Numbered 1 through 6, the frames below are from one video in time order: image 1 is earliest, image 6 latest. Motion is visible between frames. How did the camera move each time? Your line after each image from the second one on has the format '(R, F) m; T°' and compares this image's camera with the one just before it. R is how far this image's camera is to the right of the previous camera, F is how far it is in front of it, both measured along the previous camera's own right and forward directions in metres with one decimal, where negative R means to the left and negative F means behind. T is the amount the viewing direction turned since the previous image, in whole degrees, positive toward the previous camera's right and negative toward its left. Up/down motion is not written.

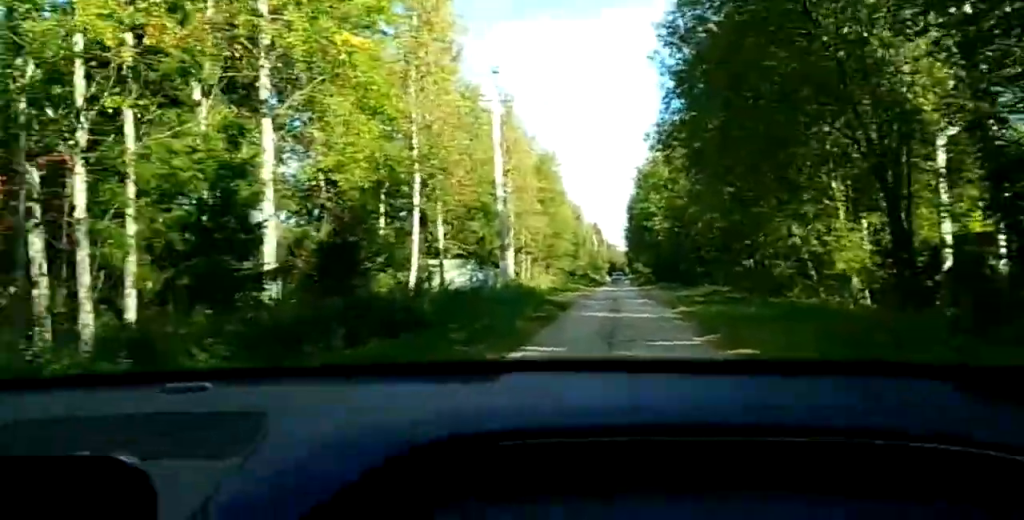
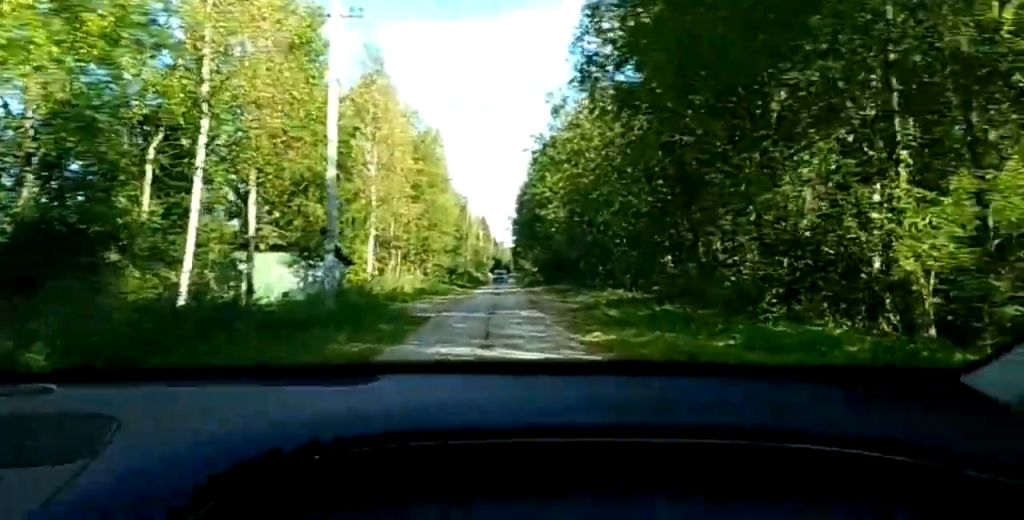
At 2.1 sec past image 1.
(0.0, +4.8) m; +6°
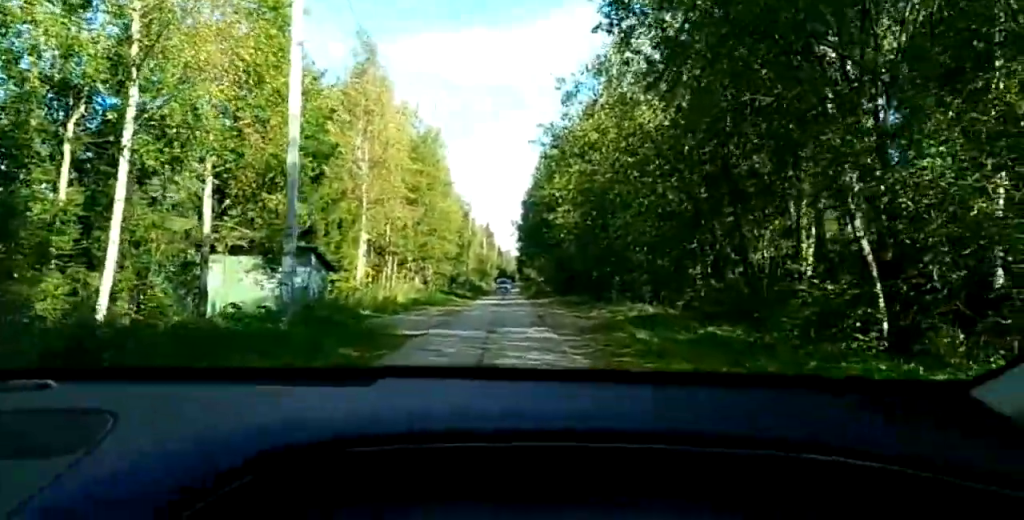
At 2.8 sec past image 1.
(0.0, +2.5) m; 0°
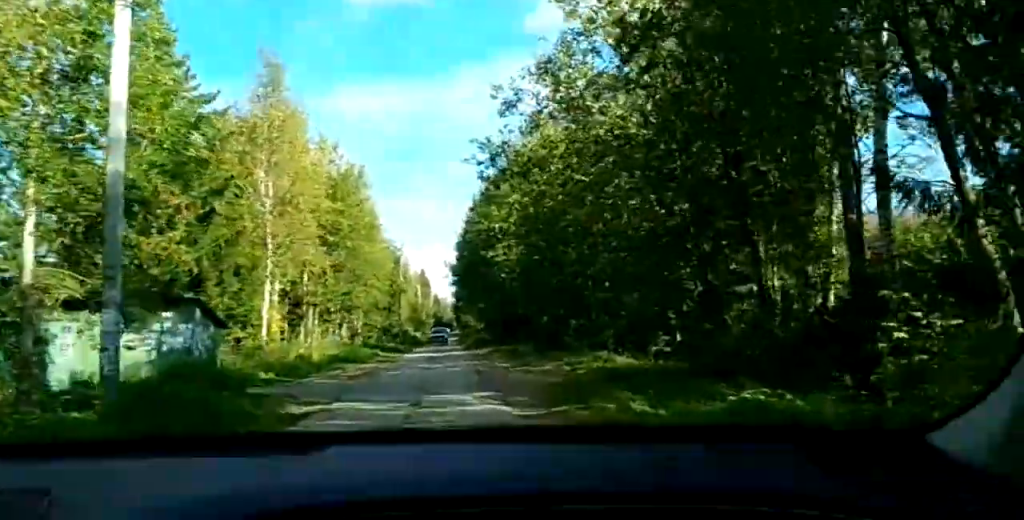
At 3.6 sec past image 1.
(0.0, +3.5) m; 0°
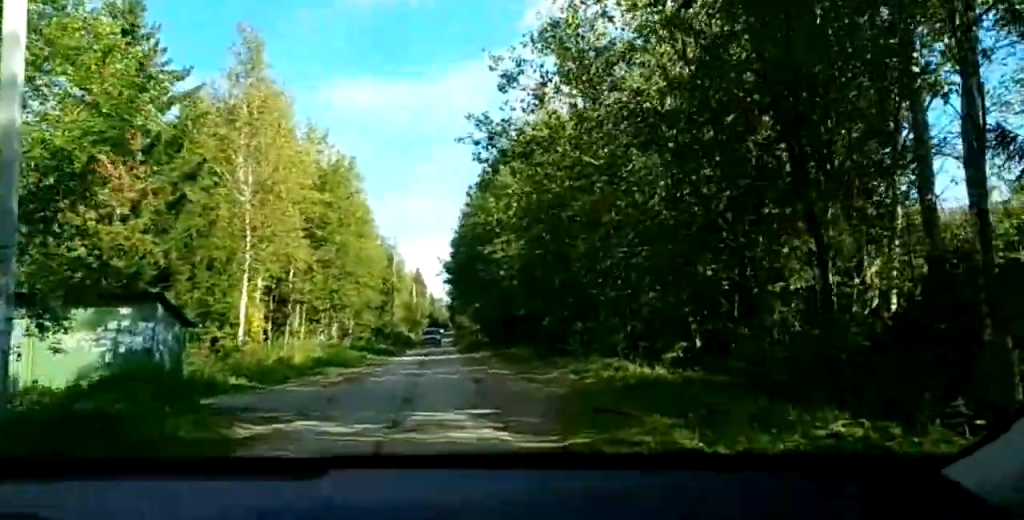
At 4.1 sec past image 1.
(0.0, +2.2) m; 0°
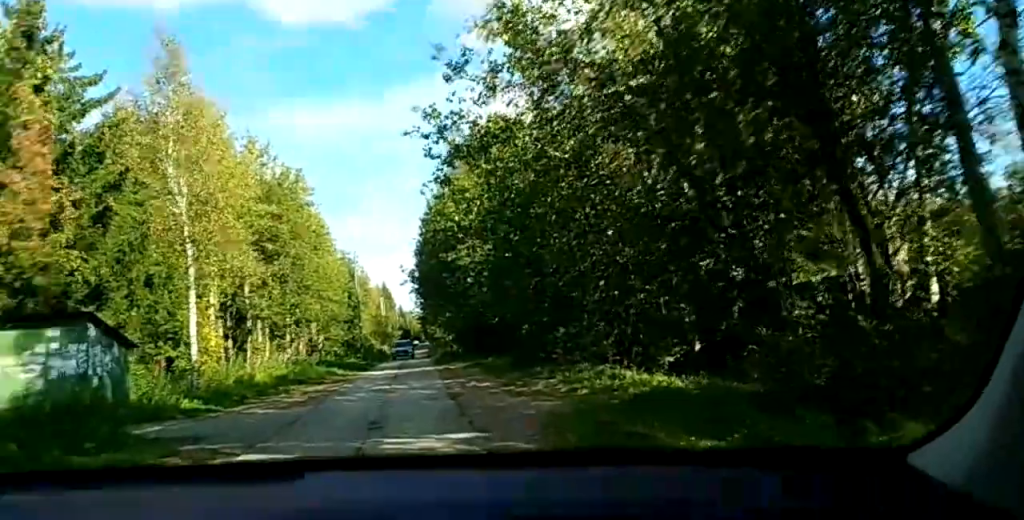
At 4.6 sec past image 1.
(0.0, +2.1) m; 0°
